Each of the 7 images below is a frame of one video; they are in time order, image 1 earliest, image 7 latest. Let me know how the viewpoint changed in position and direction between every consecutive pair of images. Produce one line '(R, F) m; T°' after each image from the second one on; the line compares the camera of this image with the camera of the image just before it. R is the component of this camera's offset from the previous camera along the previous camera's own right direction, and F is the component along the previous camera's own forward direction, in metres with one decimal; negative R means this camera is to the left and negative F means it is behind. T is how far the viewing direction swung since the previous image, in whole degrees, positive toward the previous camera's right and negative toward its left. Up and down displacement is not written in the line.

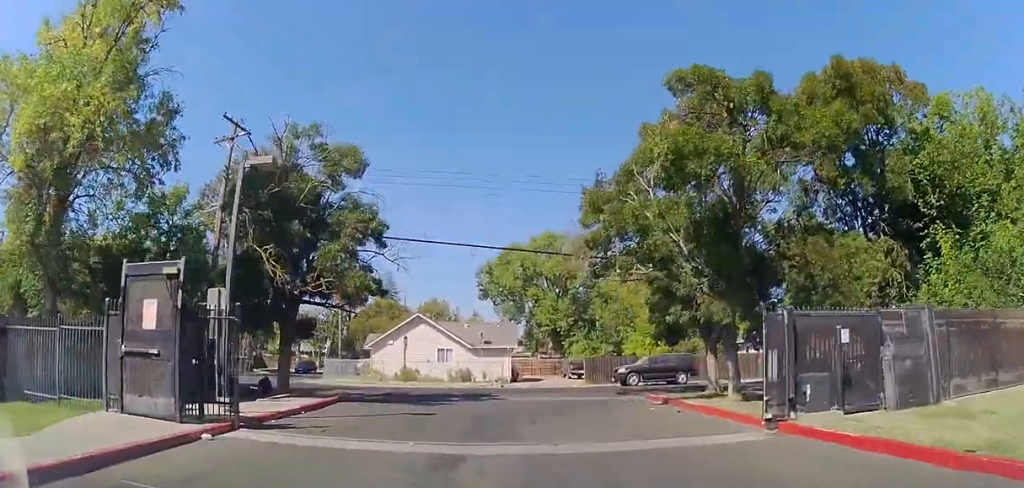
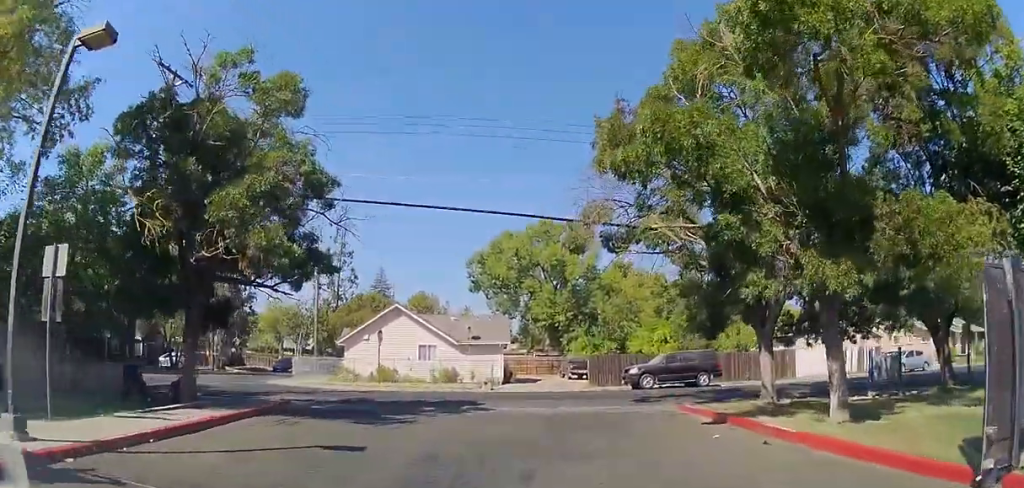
(+0.5, +5.4) m; +1°
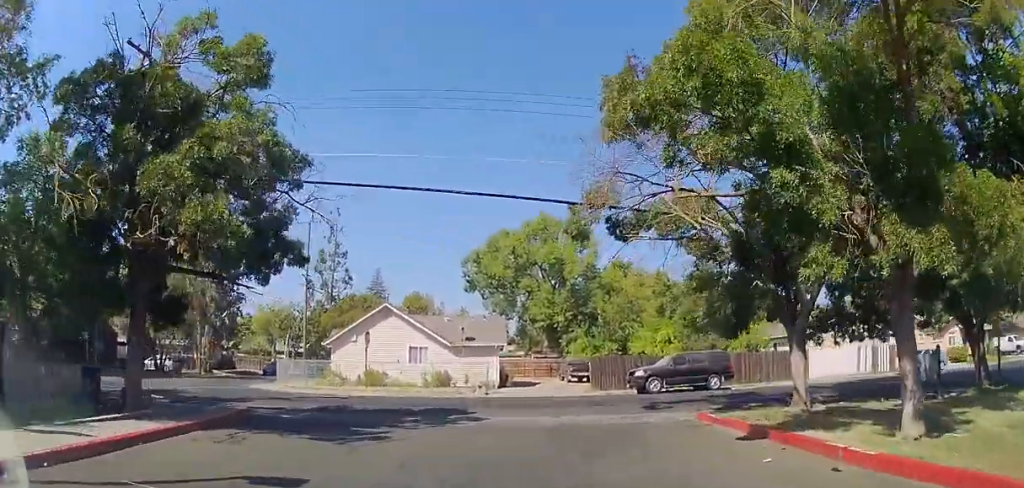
(-0.1, +2.2) m; -2°
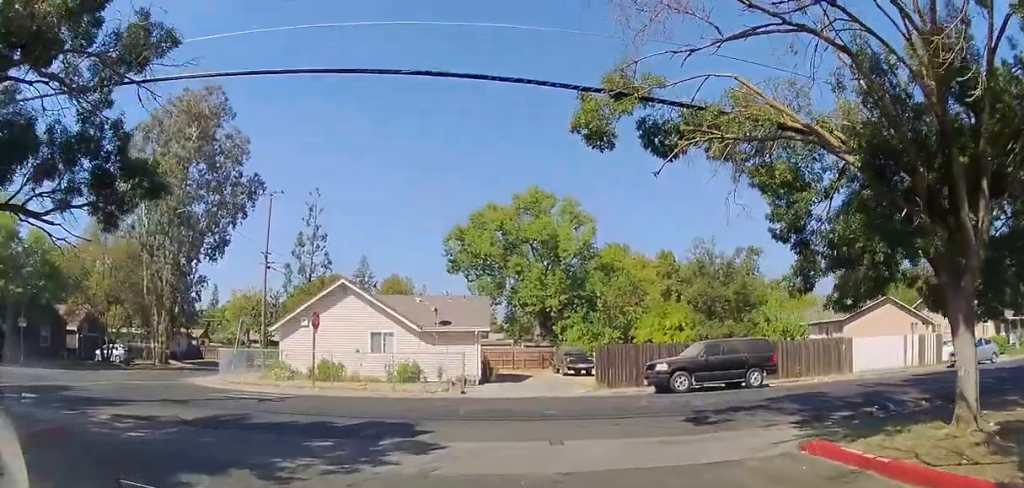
(-0.5, +6.5) m; +2°
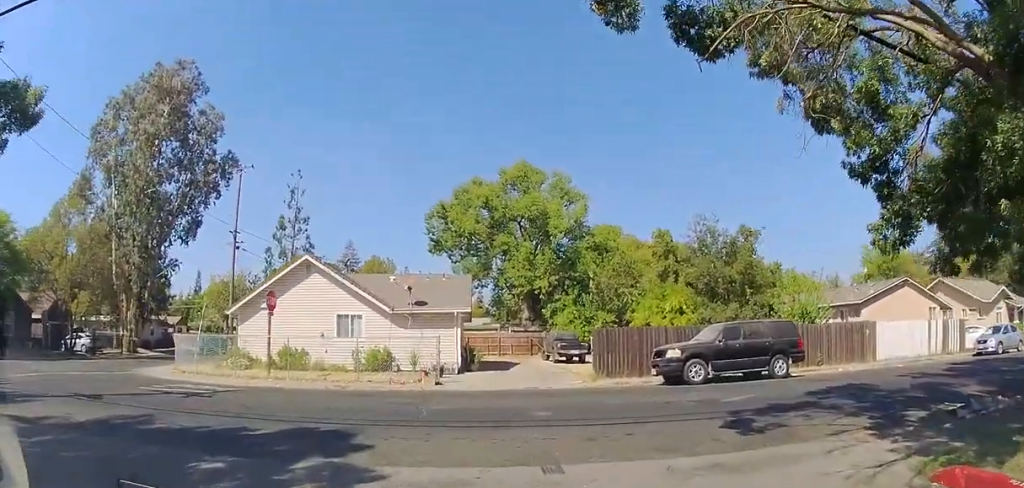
(+0.3, +3.4) m; +3°
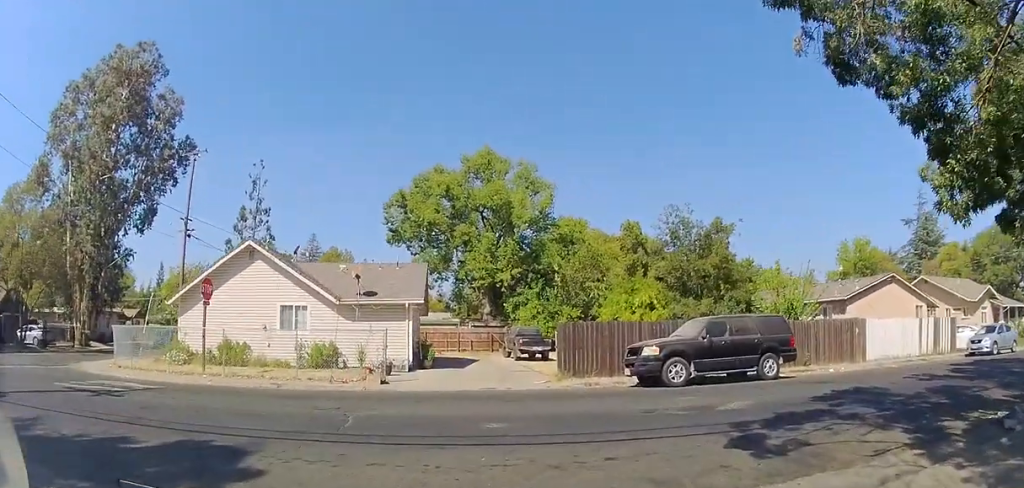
(+0.1, +2.3) m; +3°
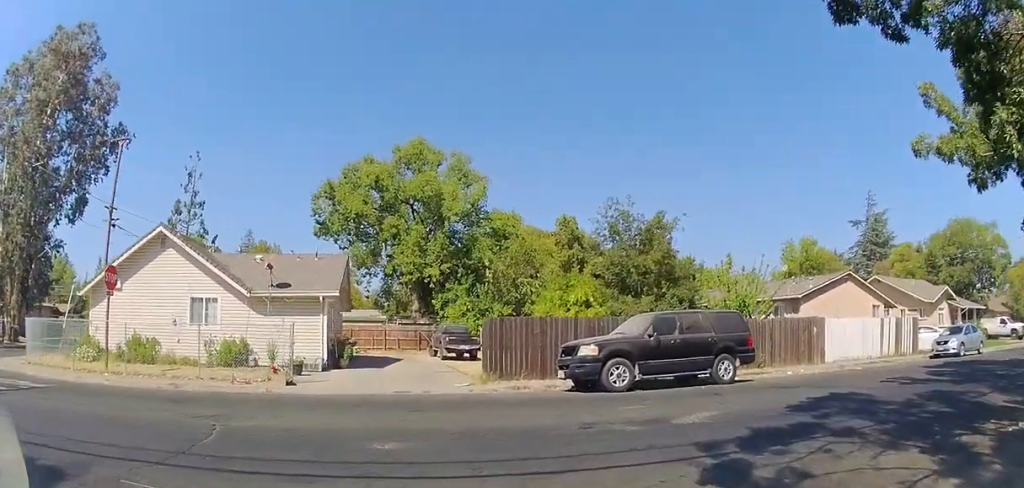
(-0.1, +2.4) m; +15°
